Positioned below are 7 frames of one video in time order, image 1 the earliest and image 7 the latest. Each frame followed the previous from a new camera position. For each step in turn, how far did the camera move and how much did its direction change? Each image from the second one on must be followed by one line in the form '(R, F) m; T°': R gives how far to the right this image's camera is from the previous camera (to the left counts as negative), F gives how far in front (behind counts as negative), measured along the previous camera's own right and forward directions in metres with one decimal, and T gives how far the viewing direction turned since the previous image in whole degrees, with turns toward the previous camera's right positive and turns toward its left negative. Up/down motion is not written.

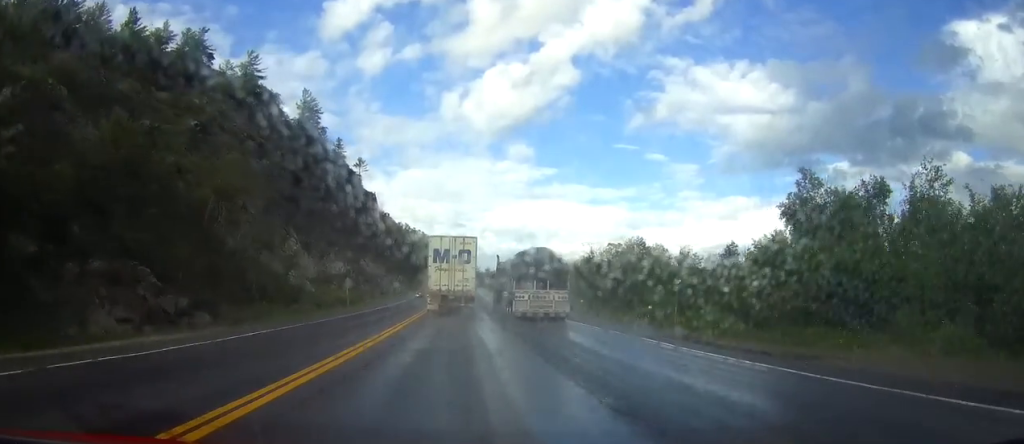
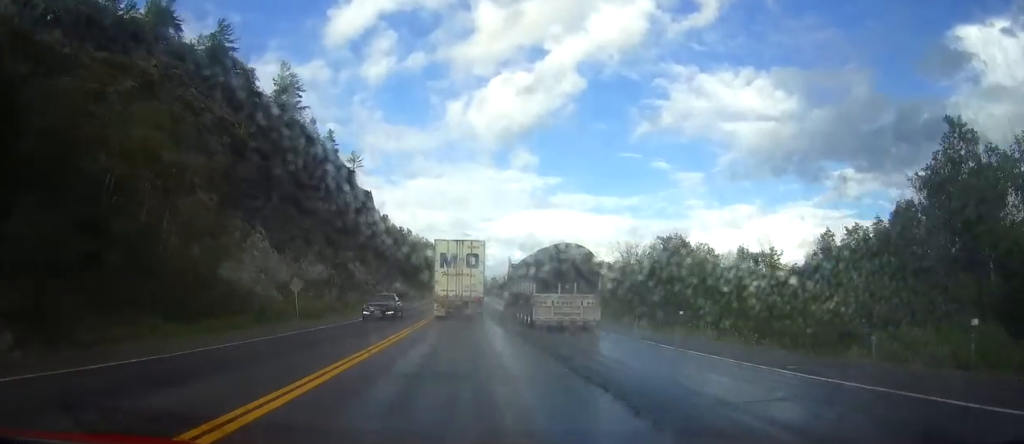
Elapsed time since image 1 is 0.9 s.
(0.0, +21.1) m; 0°
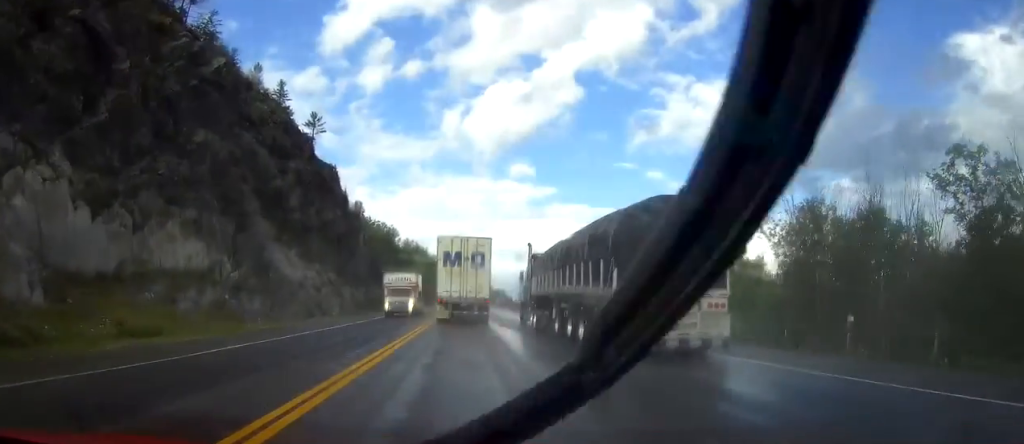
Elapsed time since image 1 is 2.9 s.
(0.0, +50.1) m; +1°
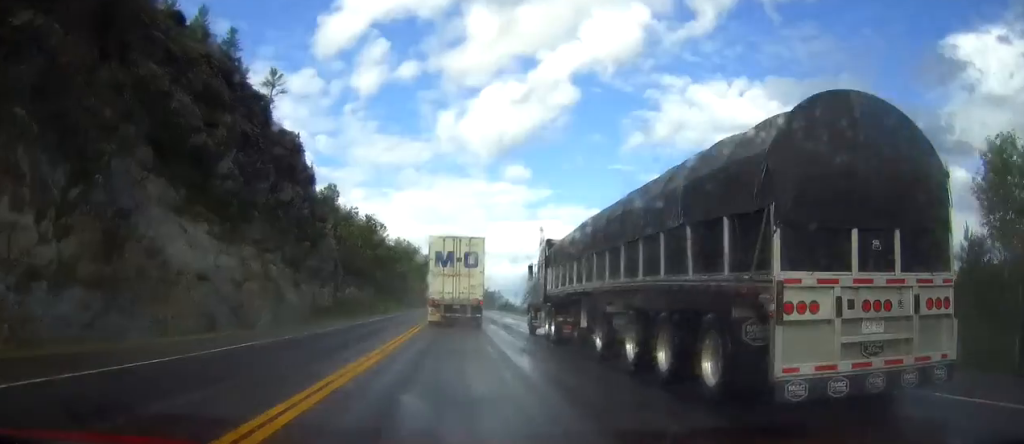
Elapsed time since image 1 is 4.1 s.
(+0.2, +30.4) m; 0°
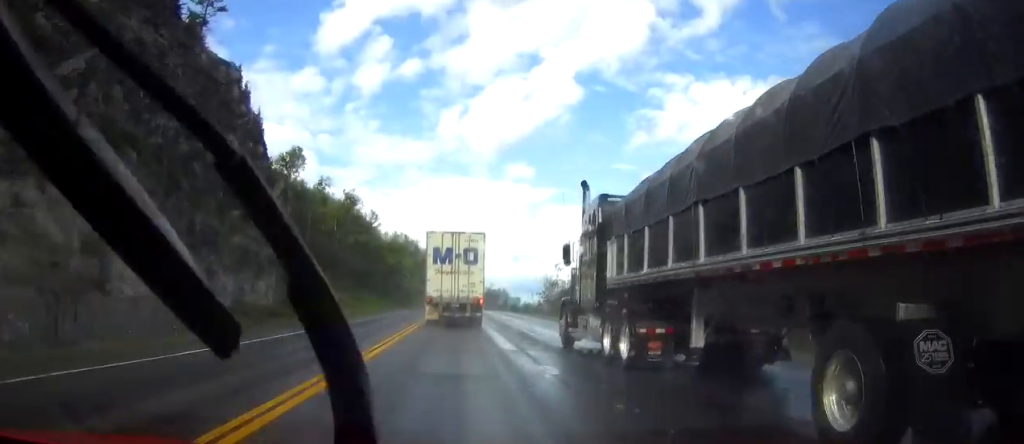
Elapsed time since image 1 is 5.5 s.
(-0.1, +34.9) m; 0°
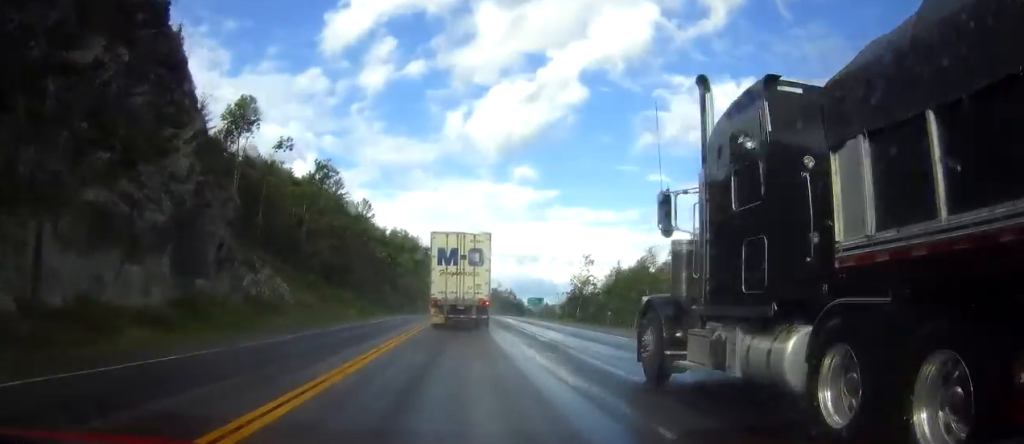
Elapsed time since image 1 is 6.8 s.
(0.0, +29.6) m; 0°
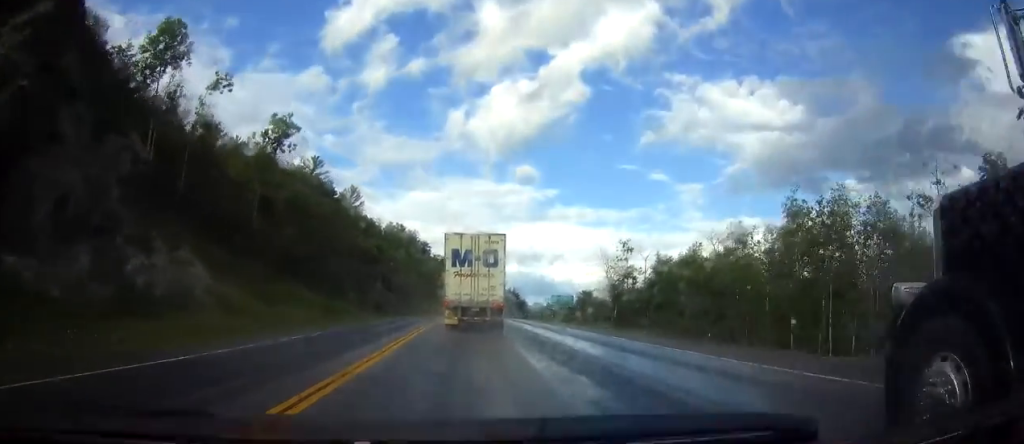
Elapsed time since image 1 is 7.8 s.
(0.0, +25.5) m; 0°
